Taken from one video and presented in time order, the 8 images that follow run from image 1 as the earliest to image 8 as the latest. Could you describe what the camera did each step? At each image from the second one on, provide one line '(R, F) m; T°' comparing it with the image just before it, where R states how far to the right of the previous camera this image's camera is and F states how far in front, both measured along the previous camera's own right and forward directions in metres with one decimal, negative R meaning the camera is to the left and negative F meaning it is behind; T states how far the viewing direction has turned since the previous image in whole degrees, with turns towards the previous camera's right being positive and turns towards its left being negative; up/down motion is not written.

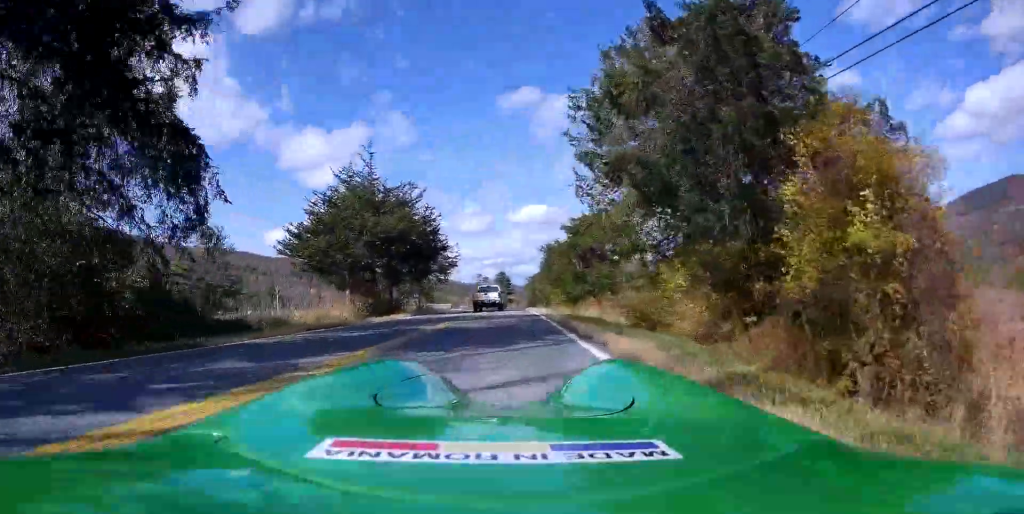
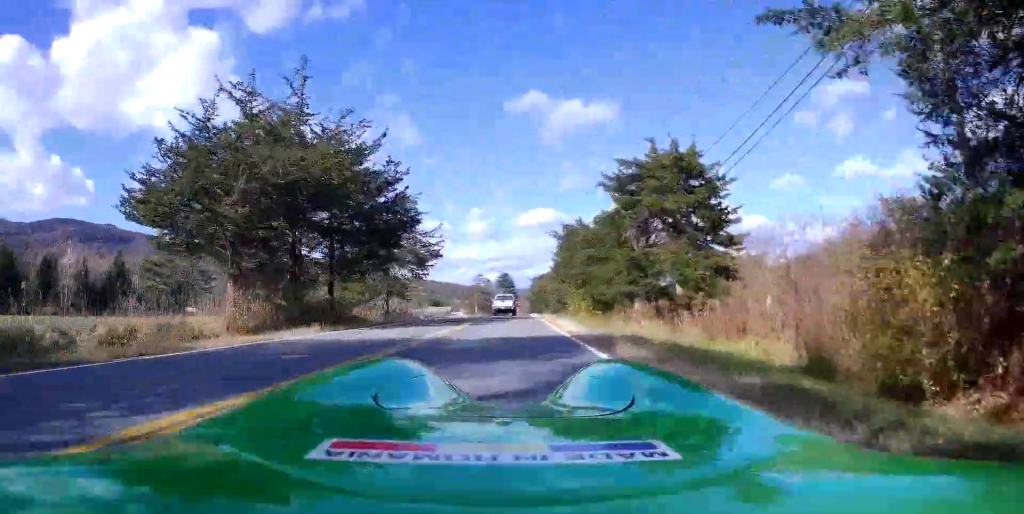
(-0.1, +13.0) m; 0°
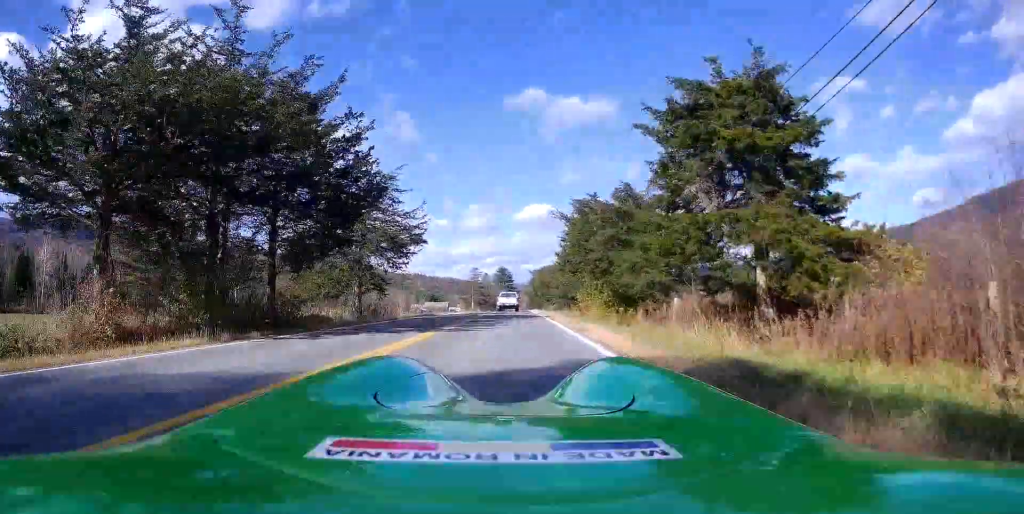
(0.0, +6.8) m; 0°
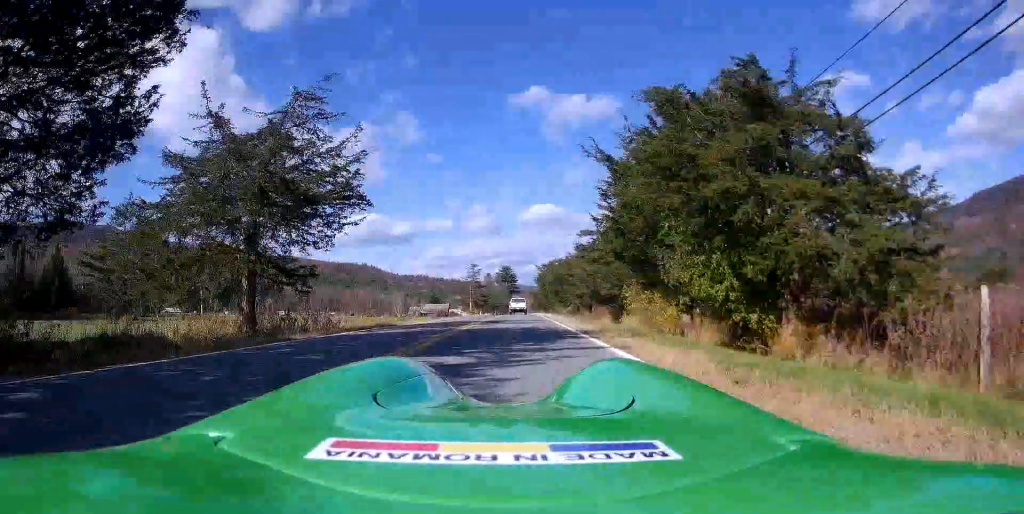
(+0.2, +15.0) m; +1°
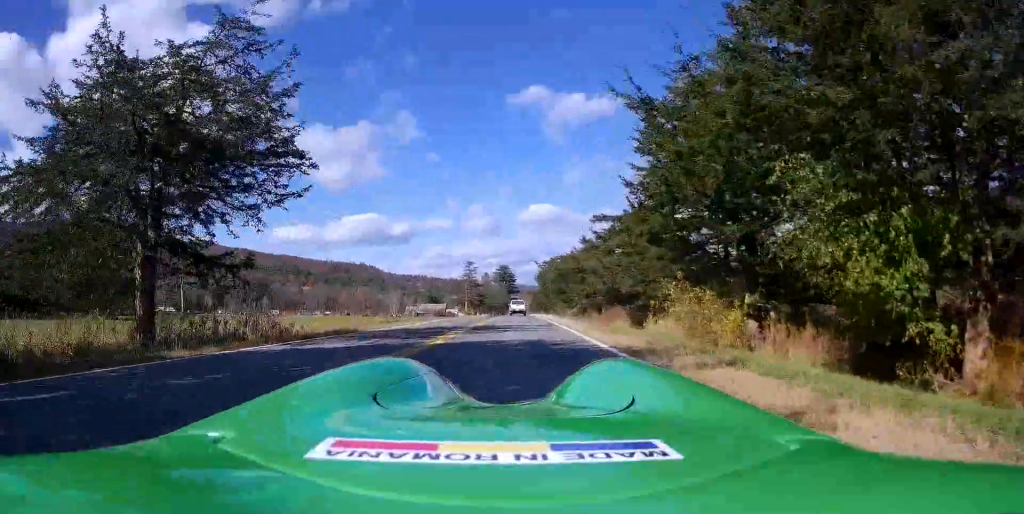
(+0.2, +6.3) m; 0°
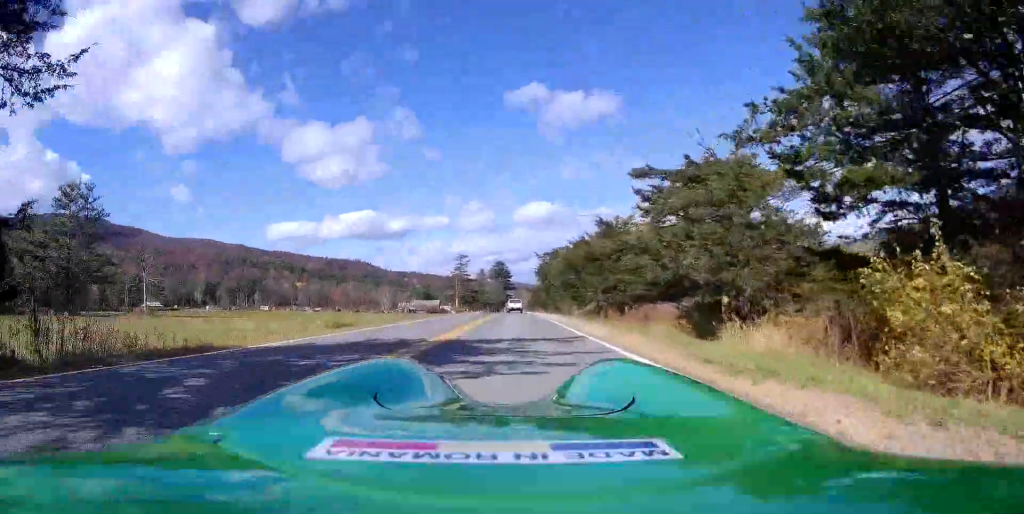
(-0.3, +10.3) m; +1°
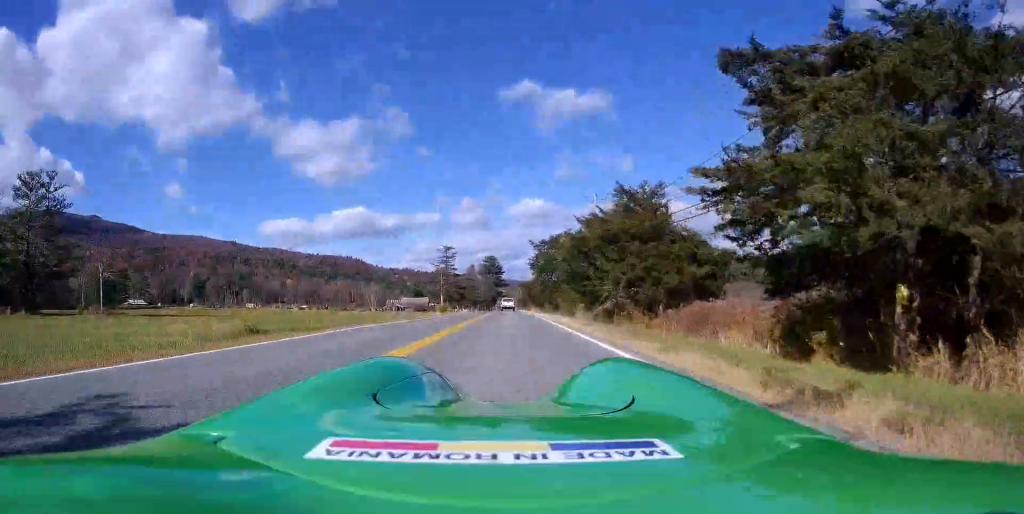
(+0.2, +9.0) m; 0°
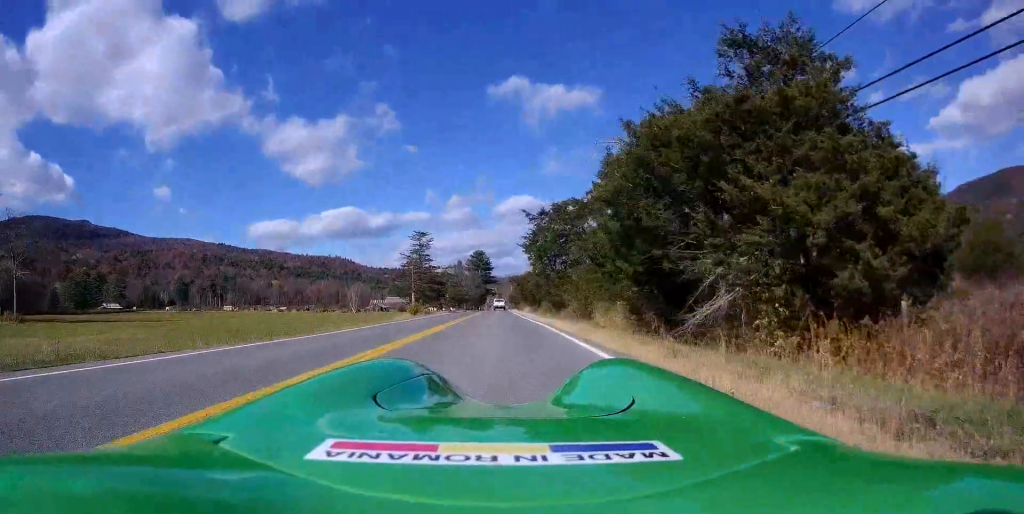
(-0.4, +15.9) m; -2°
